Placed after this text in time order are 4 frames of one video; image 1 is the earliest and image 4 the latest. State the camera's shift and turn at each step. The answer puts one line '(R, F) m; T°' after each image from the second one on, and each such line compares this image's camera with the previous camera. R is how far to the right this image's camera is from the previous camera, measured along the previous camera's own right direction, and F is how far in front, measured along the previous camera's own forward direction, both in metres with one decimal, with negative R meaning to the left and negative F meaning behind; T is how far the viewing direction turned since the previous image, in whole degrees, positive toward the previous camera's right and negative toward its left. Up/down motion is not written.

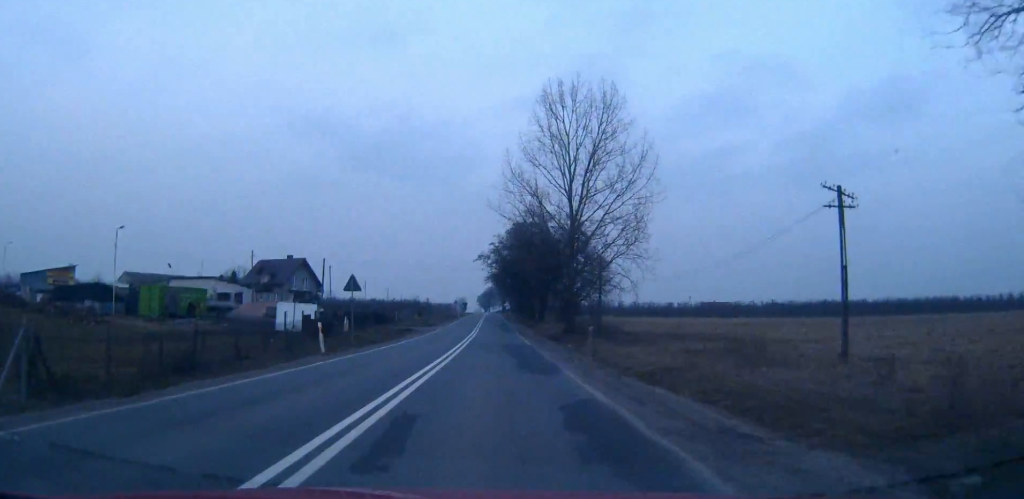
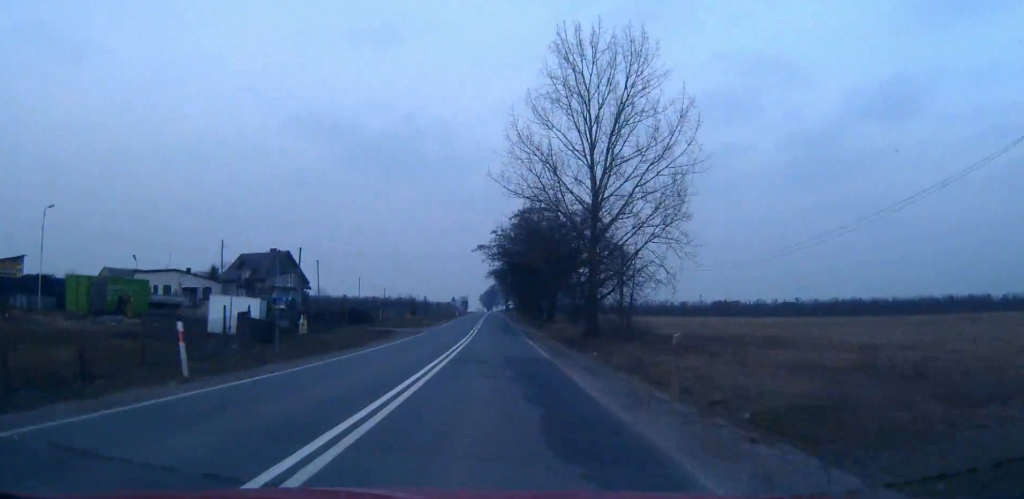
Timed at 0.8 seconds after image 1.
(0.0, +11.7) m; 0°
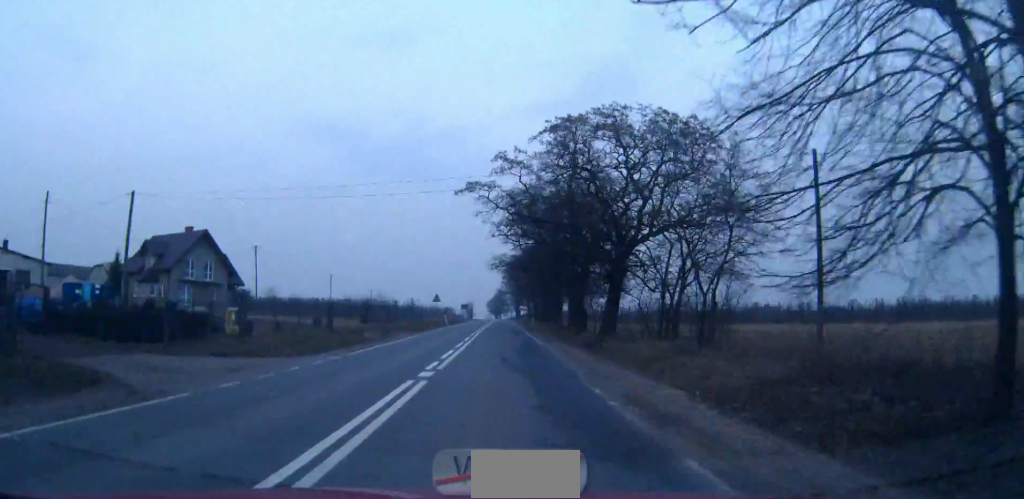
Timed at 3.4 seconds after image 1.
(-0.3, +37.8) m; -1°
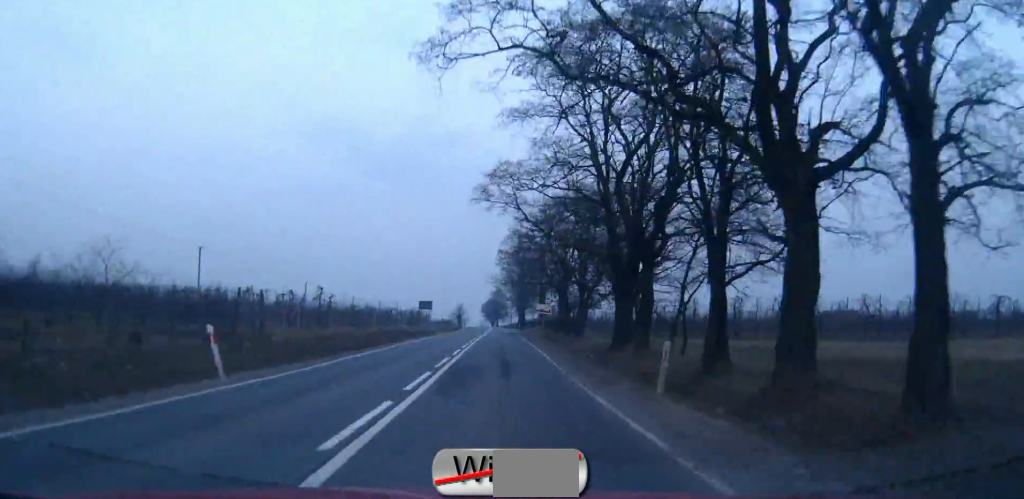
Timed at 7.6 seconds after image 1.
(0.0, +61.8) m; 0°
